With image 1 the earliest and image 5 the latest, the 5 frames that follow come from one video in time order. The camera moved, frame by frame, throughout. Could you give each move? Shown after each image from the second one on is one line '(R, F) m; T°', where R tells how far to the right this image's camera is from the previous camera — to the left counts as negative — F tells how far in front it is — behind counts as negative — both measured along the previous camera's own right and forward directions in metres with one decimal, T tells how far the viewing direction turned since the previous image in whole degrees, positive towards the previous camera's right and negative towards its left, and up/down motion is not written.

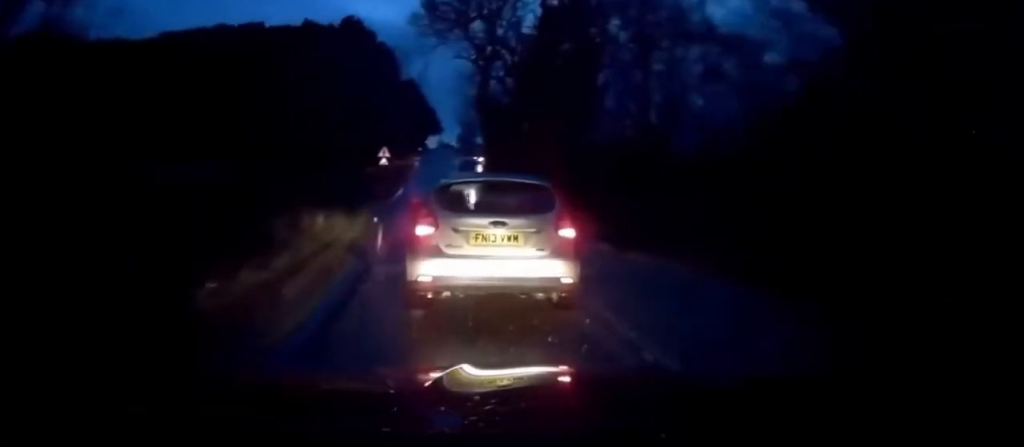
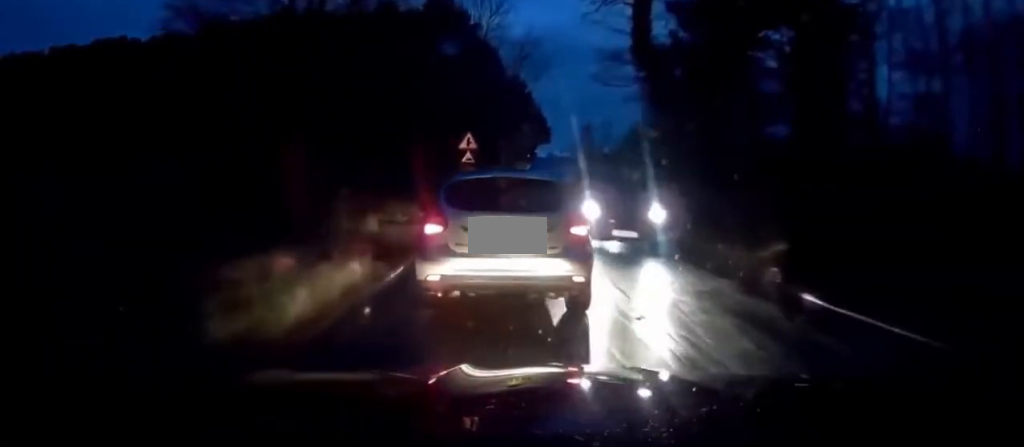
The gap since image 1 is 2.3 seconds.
(-4.3, +21.1) m; -19°
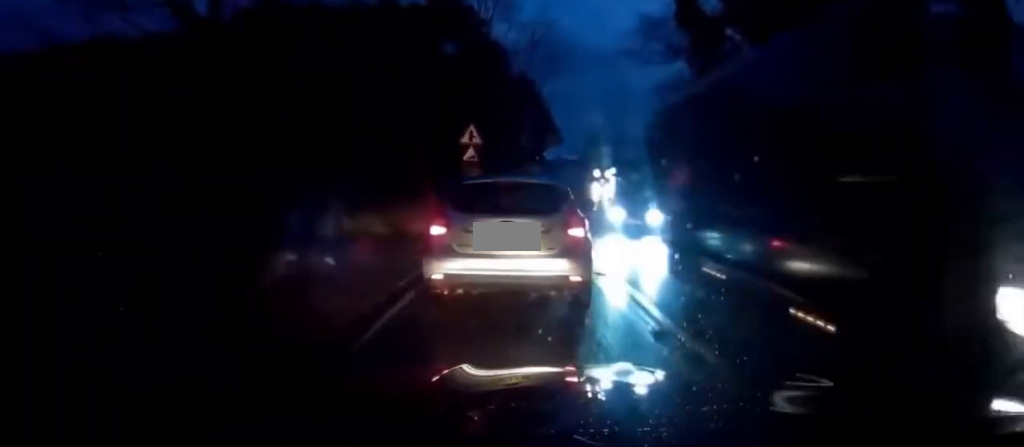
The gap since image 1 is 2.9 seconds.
(-0.1, +5.4) m; -3°
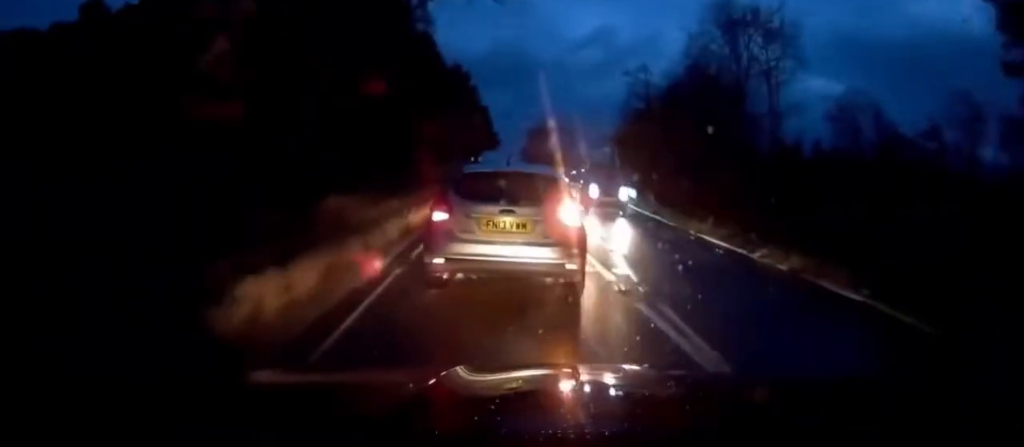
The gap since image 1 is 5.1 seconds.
(-1.6, +19.8) m; -7°
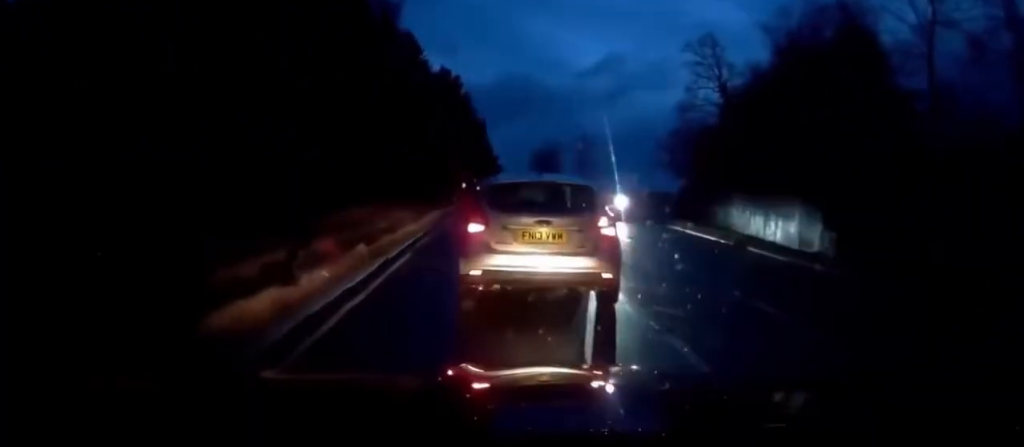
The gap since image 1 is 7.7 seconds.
(+2.0, +24.1) m; +6°
